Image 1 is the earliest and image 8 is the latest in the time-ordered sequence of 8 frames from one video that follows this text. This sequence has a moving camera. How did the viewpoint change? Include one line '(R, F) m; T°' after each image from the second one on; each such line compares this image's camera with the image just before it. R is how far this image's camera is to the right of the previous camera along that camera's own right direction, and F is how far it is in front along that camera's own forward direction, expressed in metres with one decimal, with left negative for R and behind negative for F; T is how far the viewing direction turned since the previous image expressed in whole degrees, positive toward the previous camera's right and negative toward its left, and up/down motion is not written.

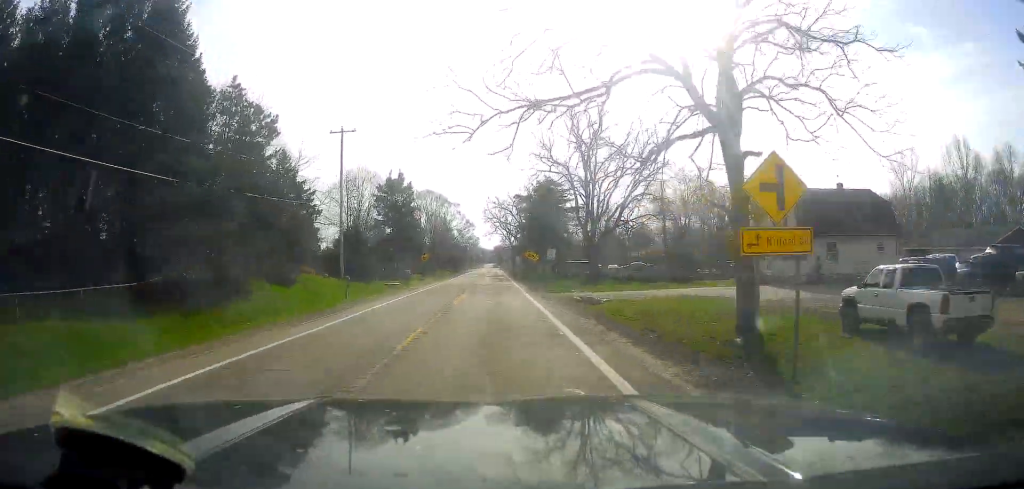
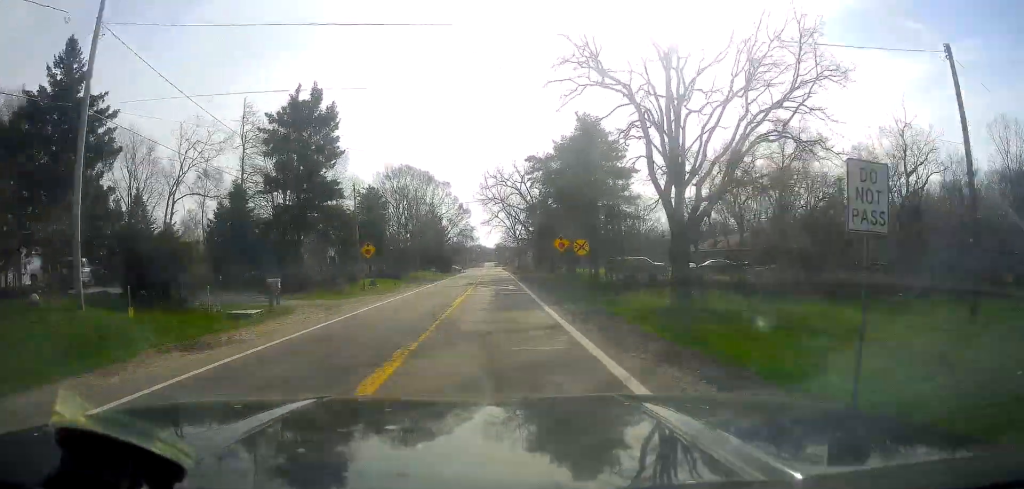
(-0.5, +34.6) m; 0°
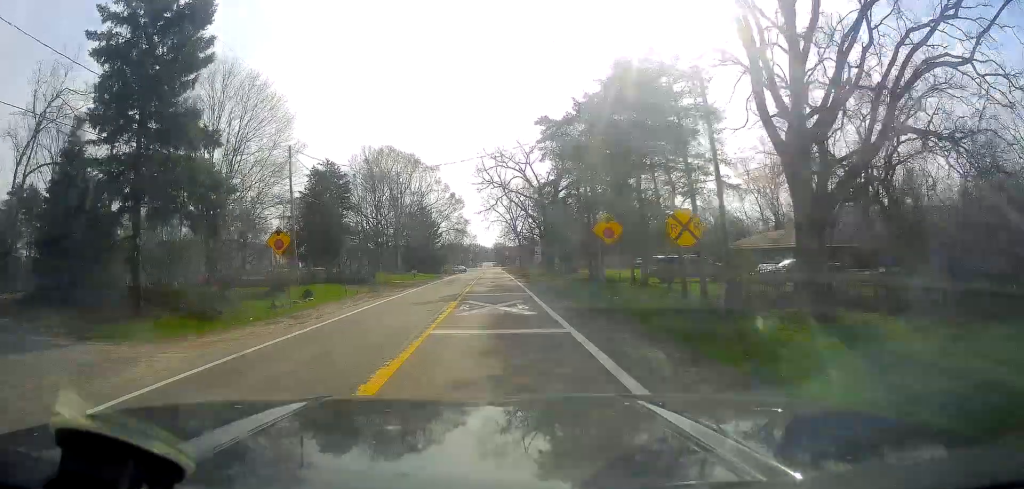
(+0.4, +17.4) m; 0°
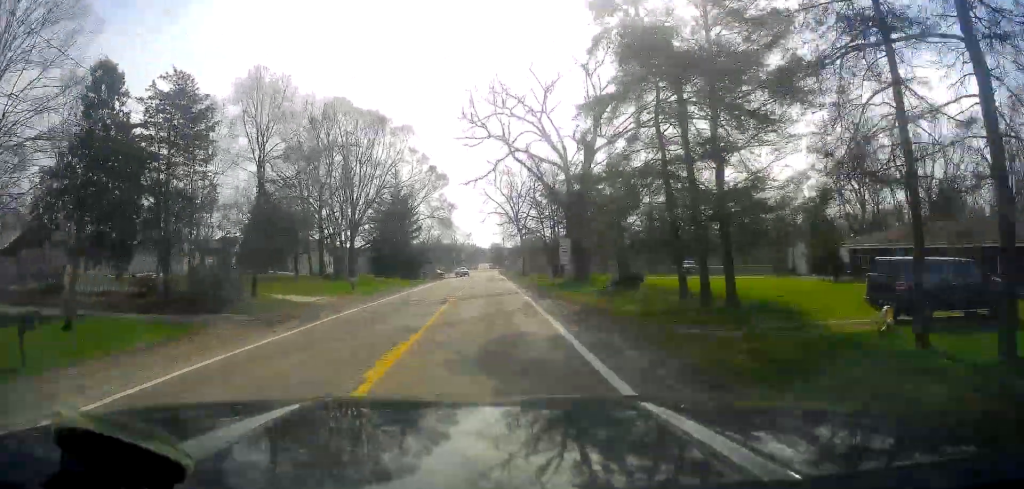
(-0.4, +26.9) m; 0°
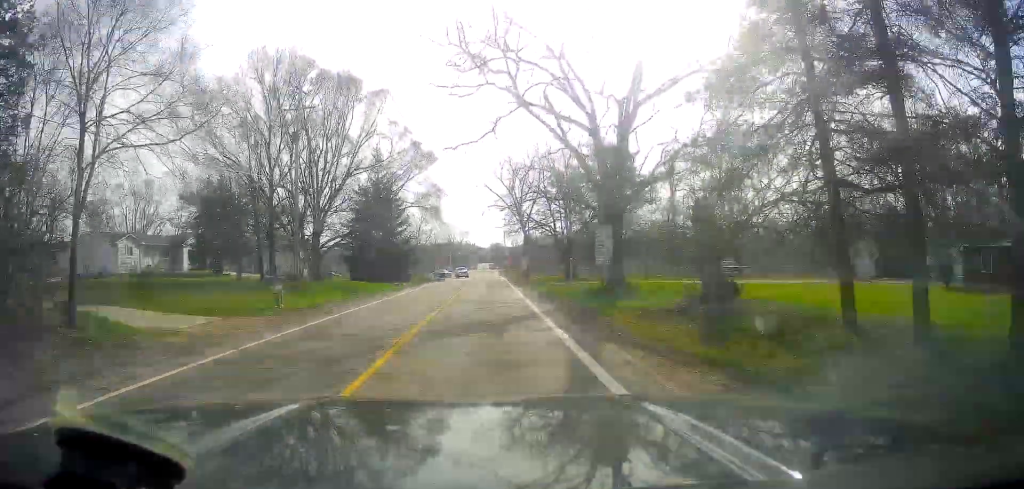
(+0.3, +13.4) m; 0°
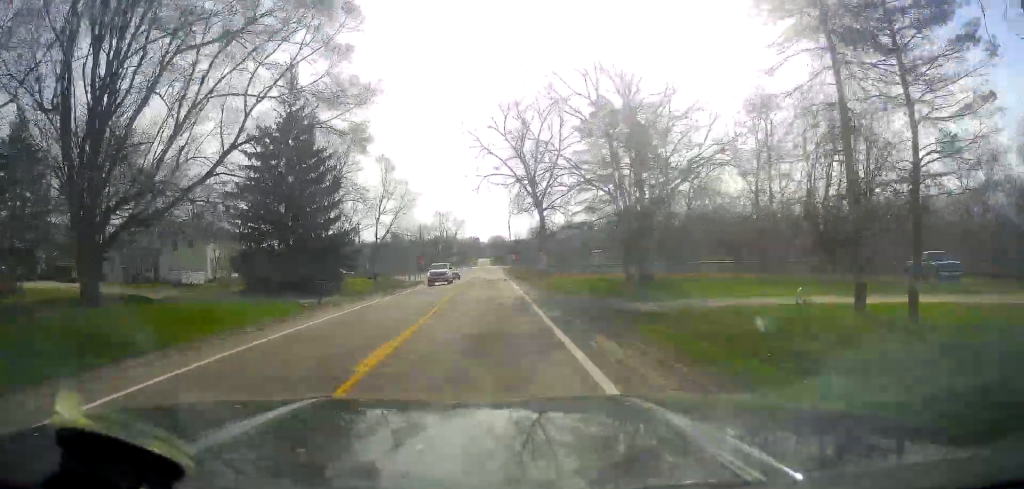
(-0.3, +31.4) m; 0°
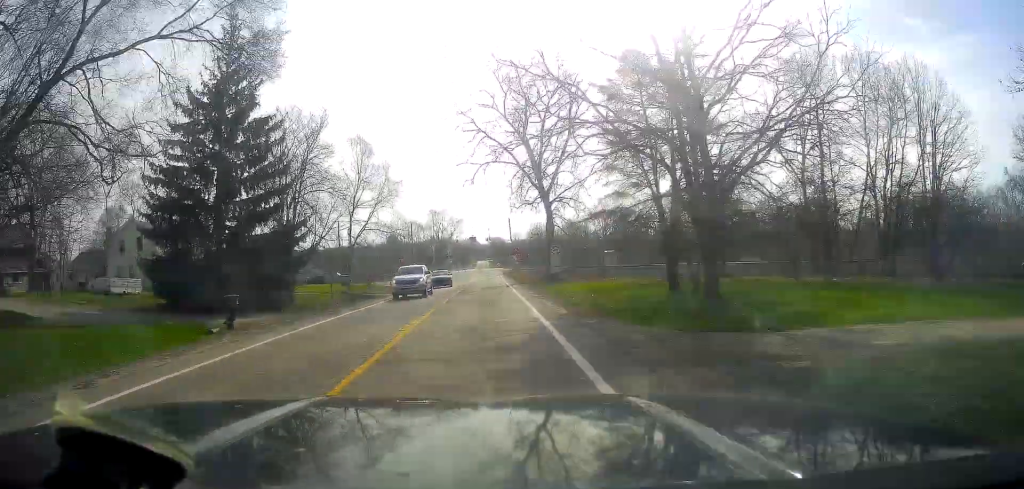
(+0.3, +10.1) m; 0°
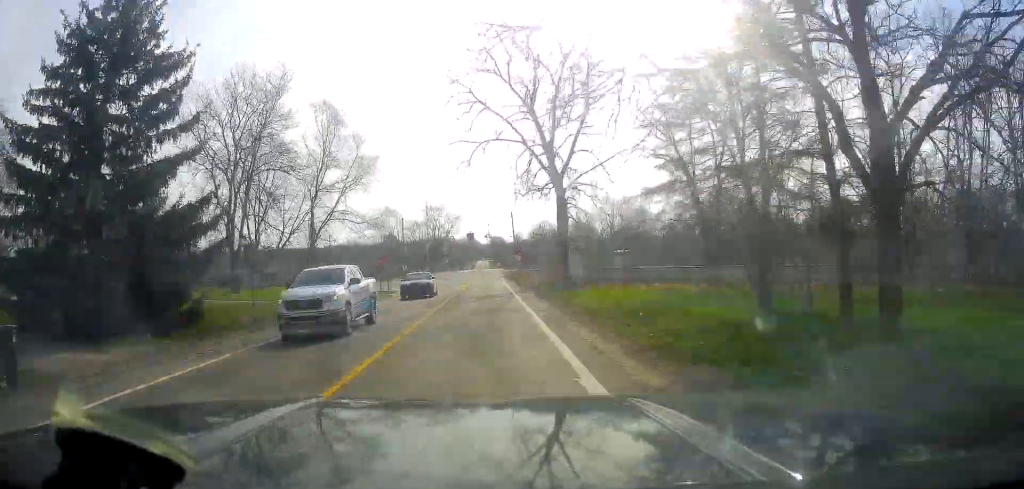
(-0.3, +10.0) m; 0°
